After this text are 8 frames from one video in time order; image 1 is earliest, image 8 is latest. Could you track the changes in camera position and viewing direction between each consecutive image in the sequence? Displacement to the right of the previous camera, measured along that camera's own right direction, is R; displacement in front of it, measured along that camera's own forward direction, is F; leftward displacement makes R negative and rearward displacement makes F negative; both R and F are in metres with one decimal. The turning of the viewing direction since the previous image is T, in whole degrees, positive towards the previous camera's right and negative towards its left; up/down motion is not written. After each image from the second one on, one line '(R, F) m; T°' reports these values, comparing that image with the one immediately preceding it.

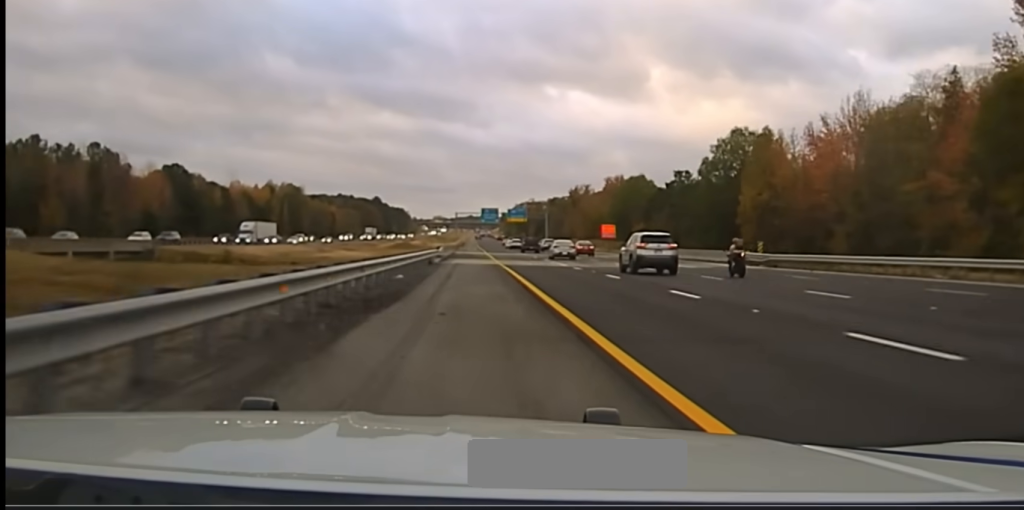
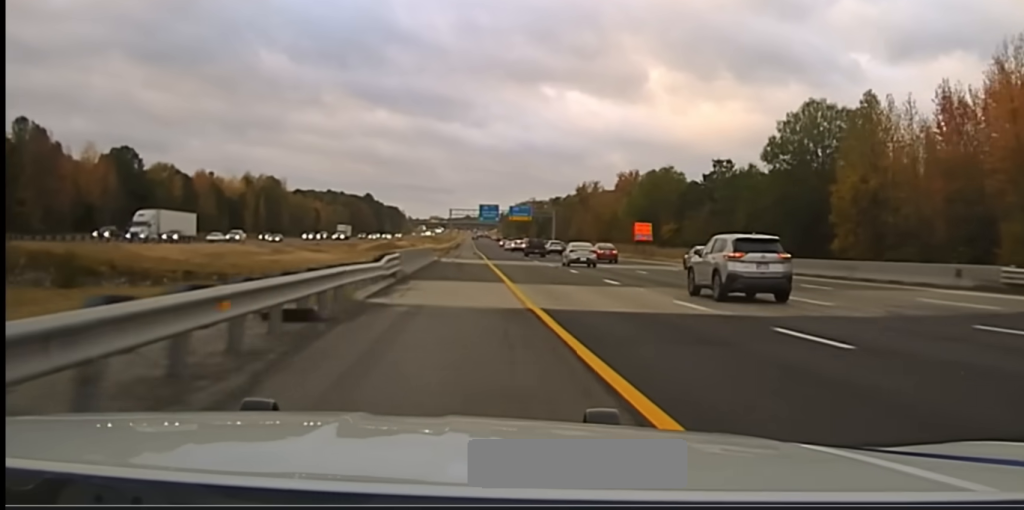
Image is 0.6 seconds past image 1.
(-0.1, +35.7) m; 0°
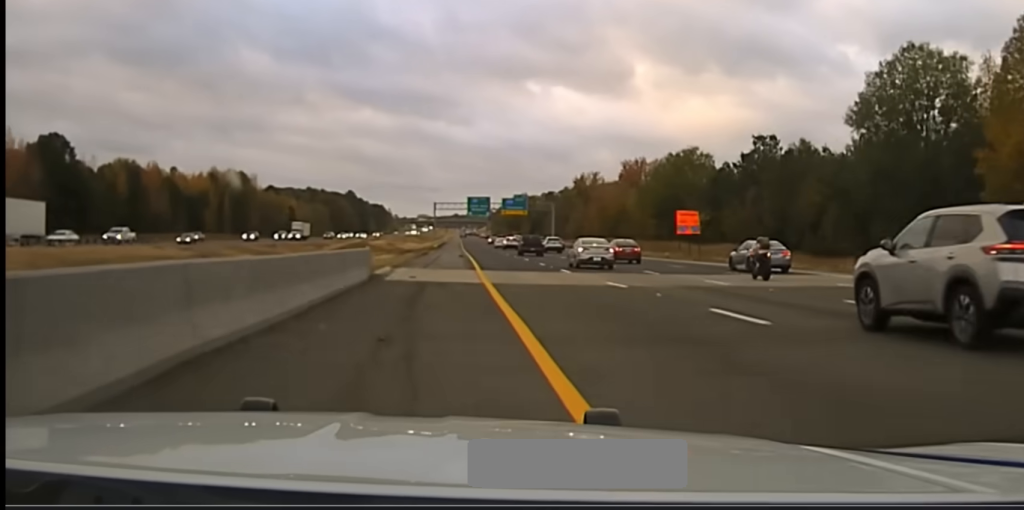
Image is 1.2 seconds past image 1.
(+0.3, +29.7) m; 0°
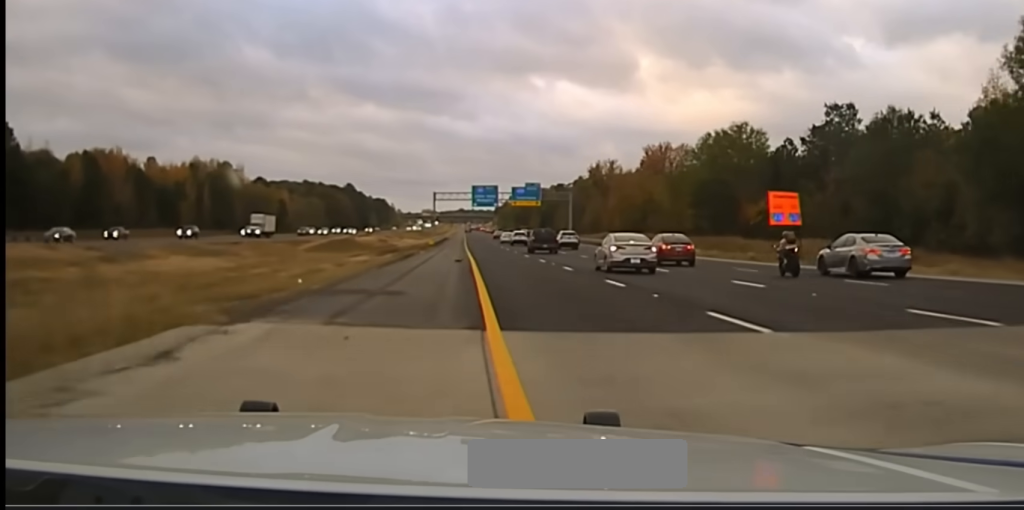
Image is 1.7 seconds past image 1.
(+0.1, +27.8) m; 0°
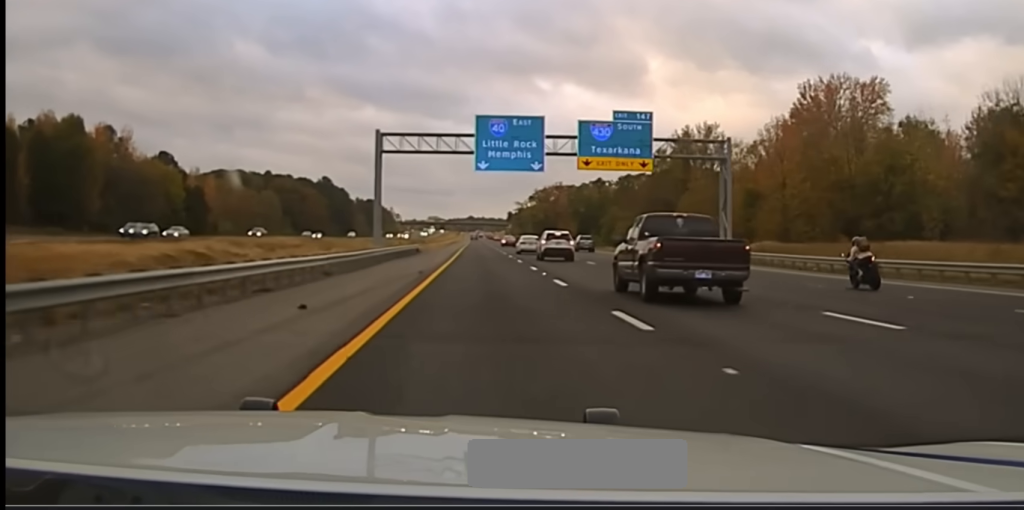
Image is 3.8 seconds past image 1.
(-1.4, +110.2) m; -1°
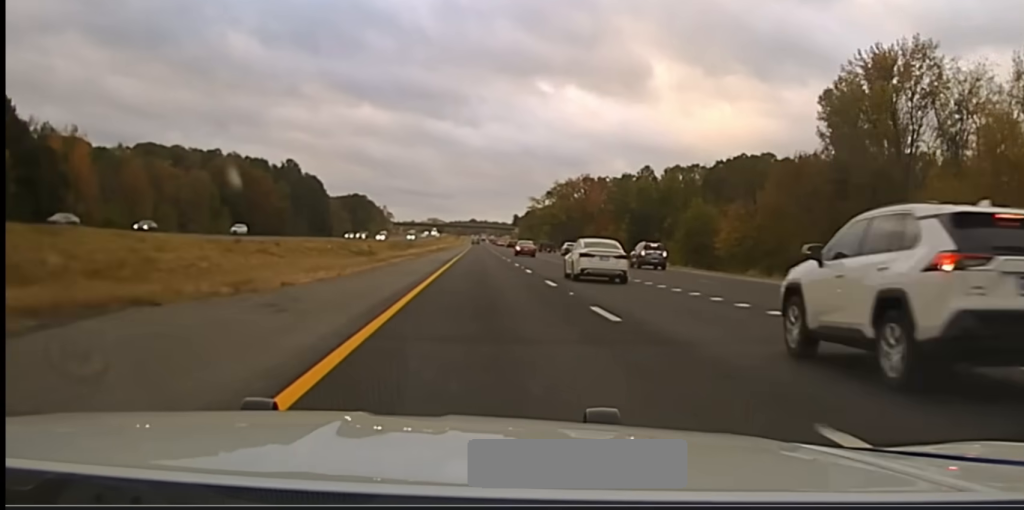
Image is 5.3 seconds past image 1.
(+0.1, +82.3) m; 0°
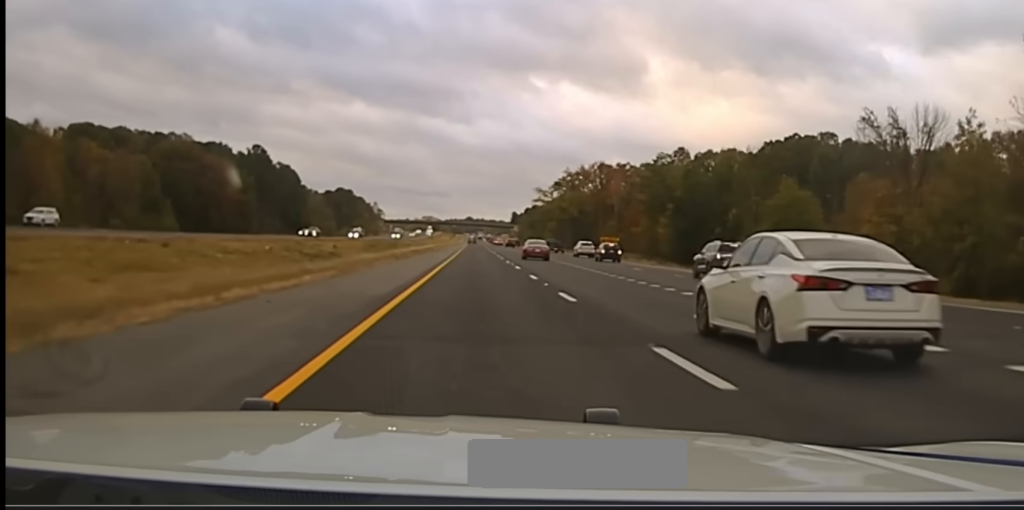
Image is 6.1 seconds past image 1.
(+0.1, +43.8) m; 0°
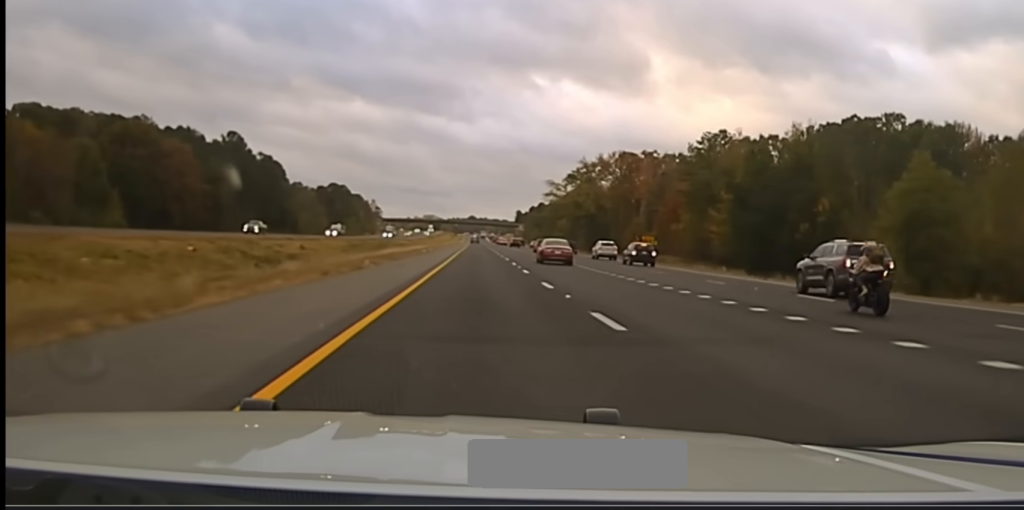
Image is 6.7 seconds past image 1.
(0.0, +31.1) m; 0°
